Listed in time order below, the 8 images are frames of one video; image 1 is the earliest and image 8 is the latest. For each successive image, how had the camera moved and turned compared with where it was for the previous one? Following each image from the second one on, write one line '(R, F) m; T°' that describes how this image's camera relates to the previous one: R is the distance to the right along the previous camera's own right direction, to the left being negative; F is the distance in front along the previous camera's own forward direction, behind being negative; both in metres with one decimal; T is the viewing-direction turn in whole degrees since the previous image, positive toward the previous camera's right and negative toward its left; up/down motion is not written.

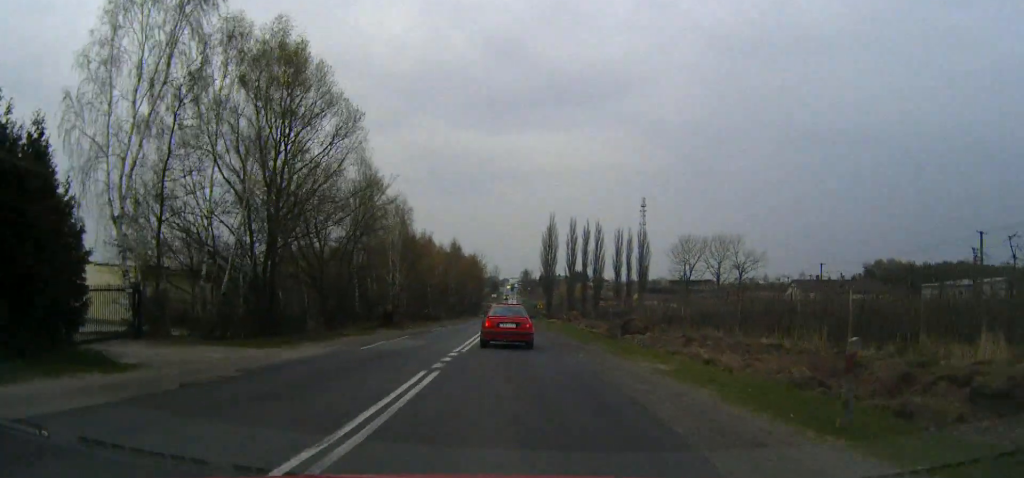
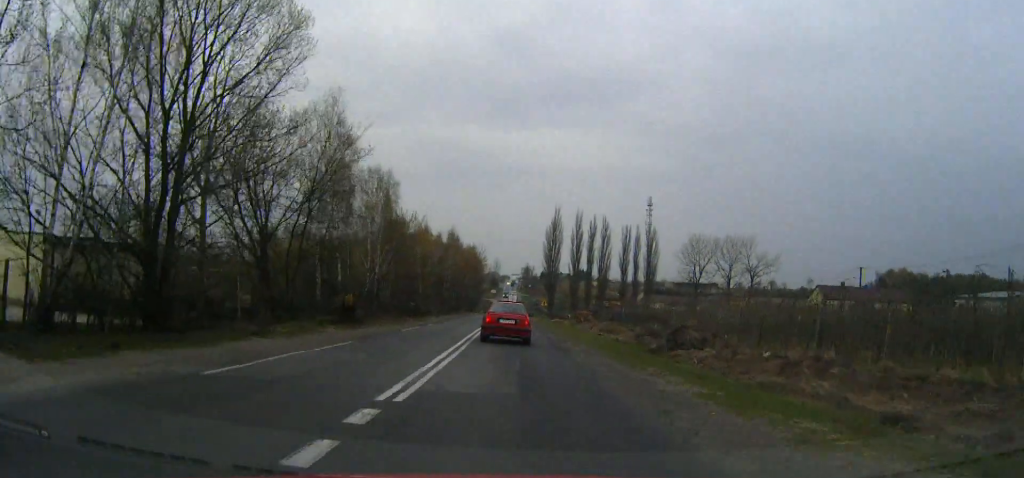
(0.0, +11.8) m; 0°
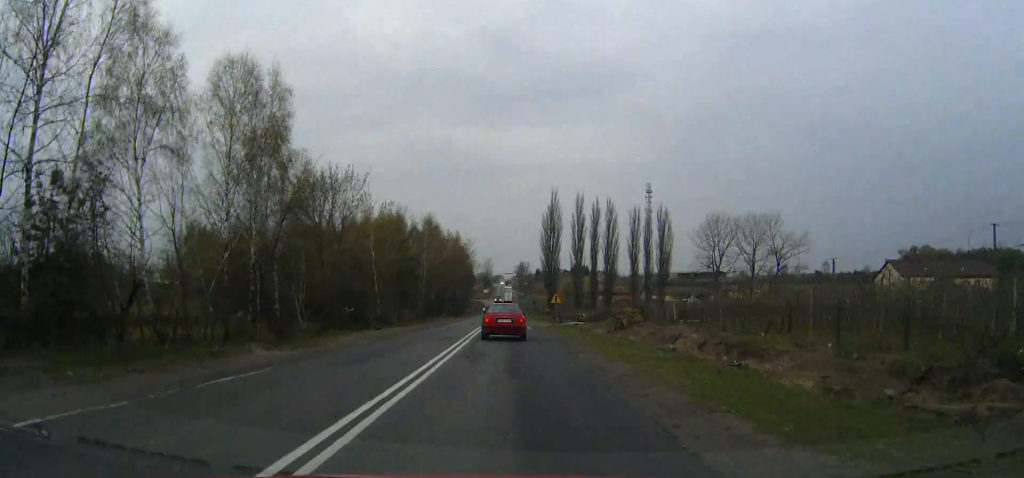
(0.0, +29.9) m; 0°
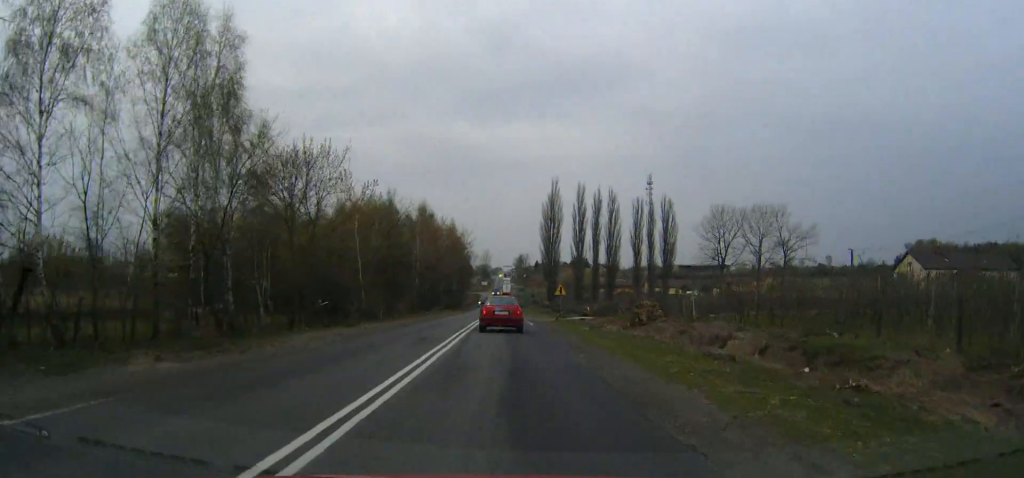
(0.0, +6.7) m; 0°
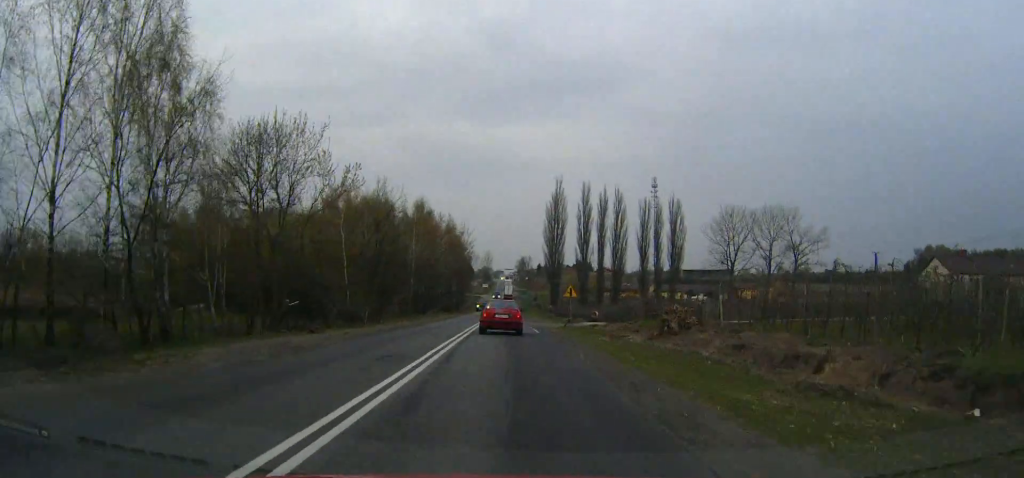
(0.0, +6.8) m; 0°
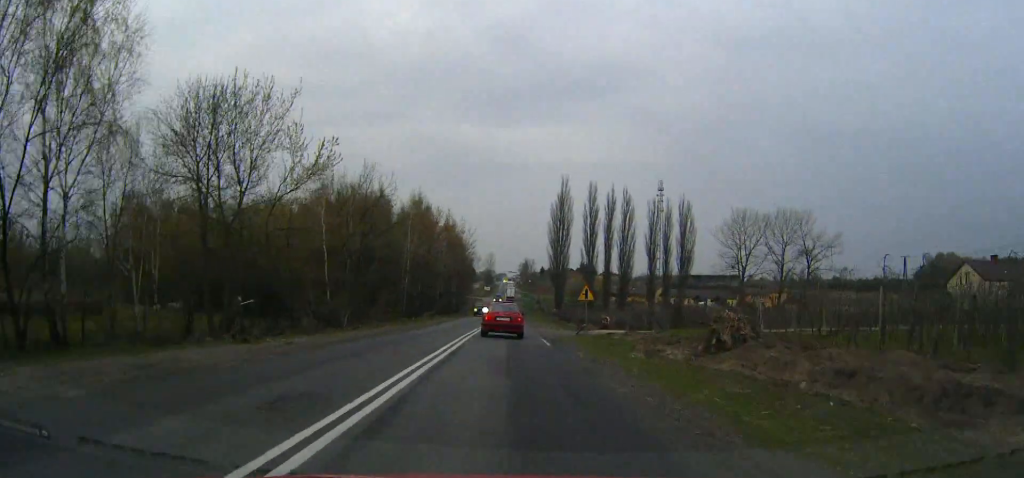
(0.0, +7.3) m; 0°
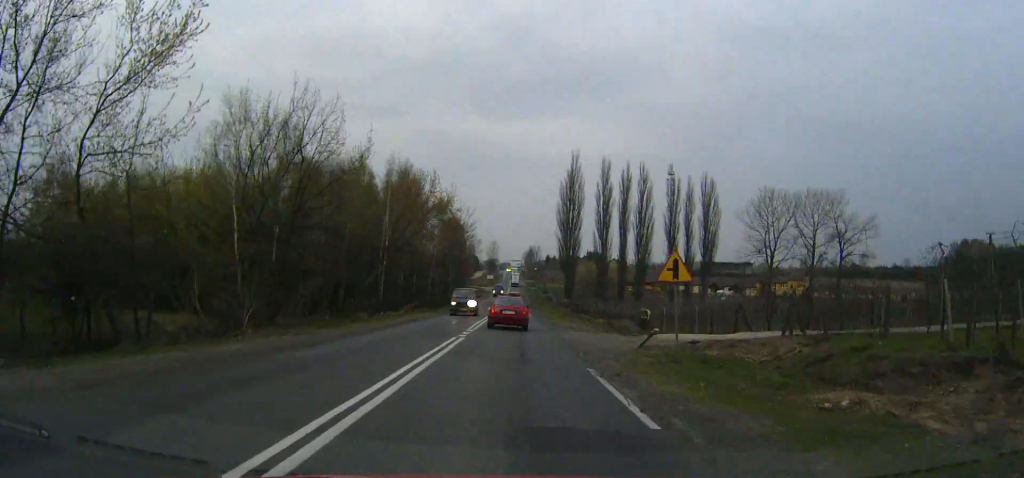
(0.0, +18.3) m; 0°
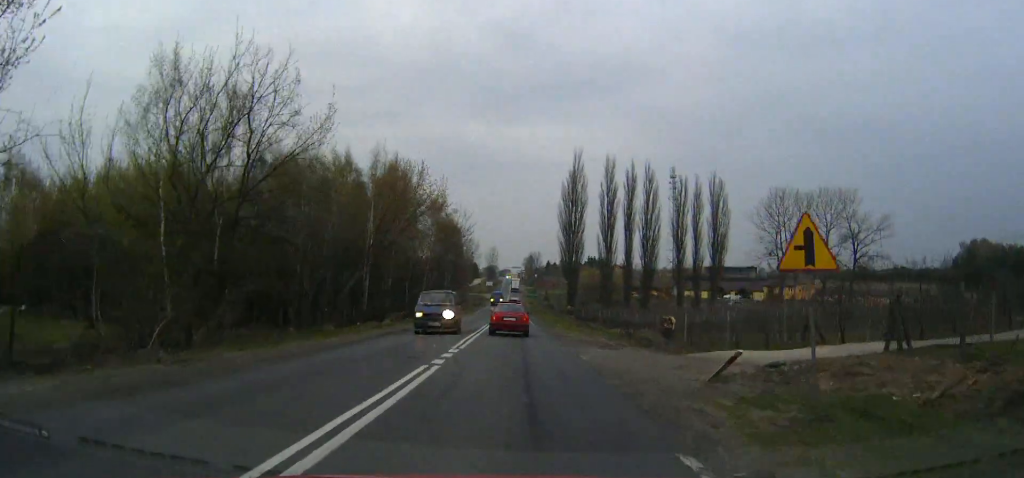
(0.0, +7.8) m; 0°
